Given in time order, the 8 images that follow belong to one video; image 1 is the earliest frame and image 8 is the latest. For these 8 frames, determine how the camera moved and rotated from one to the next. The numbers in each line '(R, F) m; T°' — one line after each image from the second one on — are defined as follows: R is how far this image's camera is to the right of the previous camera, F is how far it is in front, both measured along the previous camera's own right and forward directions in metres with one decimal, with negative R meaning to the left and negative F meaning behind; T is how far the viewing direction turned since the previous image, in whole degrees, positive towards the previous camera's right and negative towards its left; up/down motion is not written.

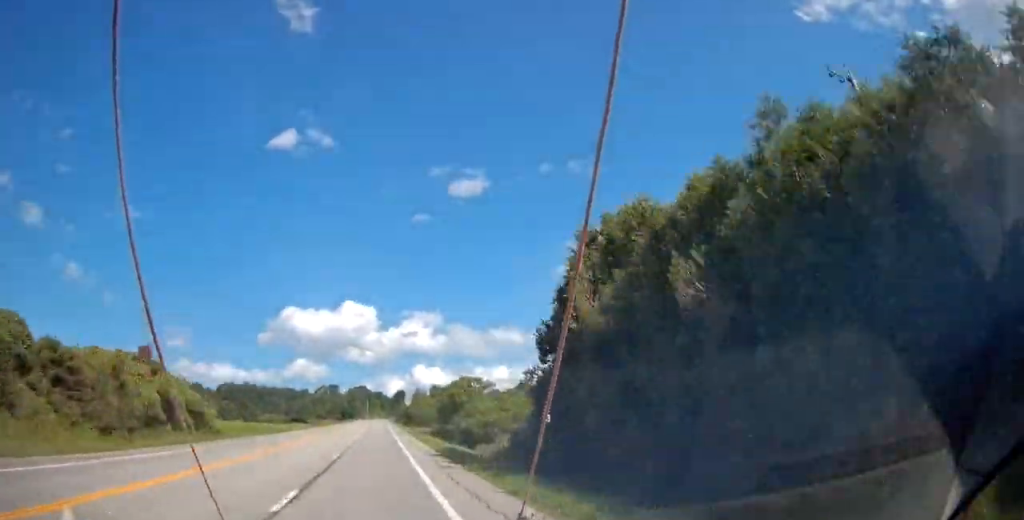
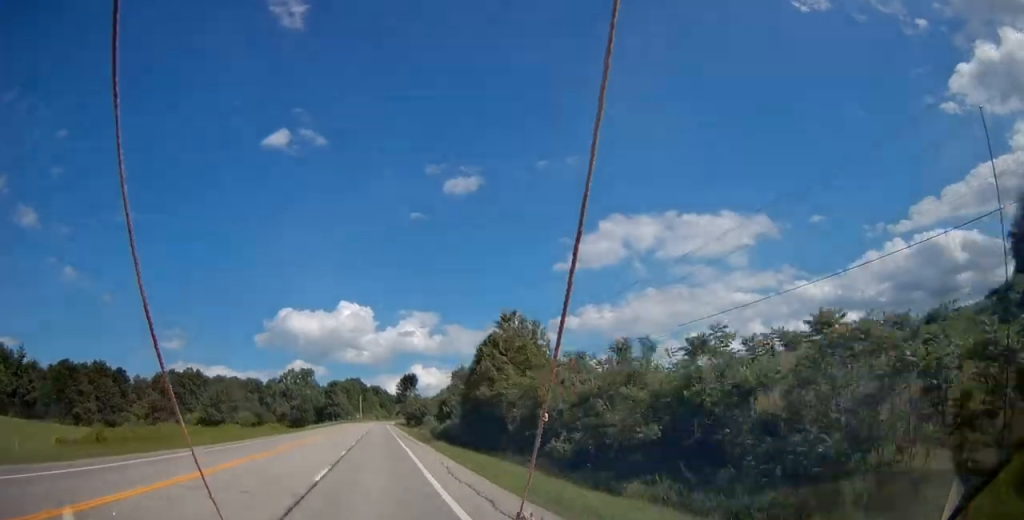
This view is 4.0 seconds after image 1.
(+0.1, +103.2) m; 0°
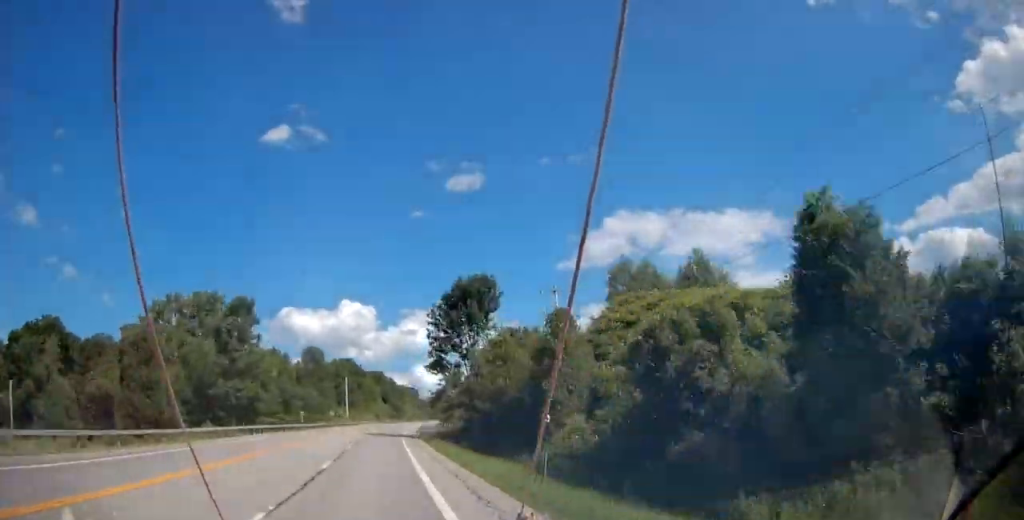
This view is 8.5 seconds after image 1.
(-0.3, +116.9) m; -1°
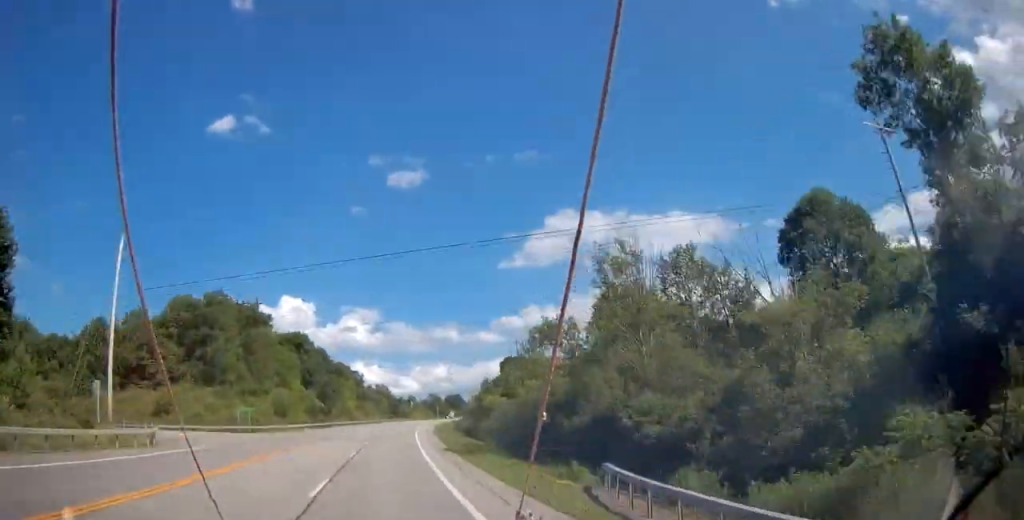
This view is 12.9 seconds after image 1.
(+0.8, +113.2) m; +8°
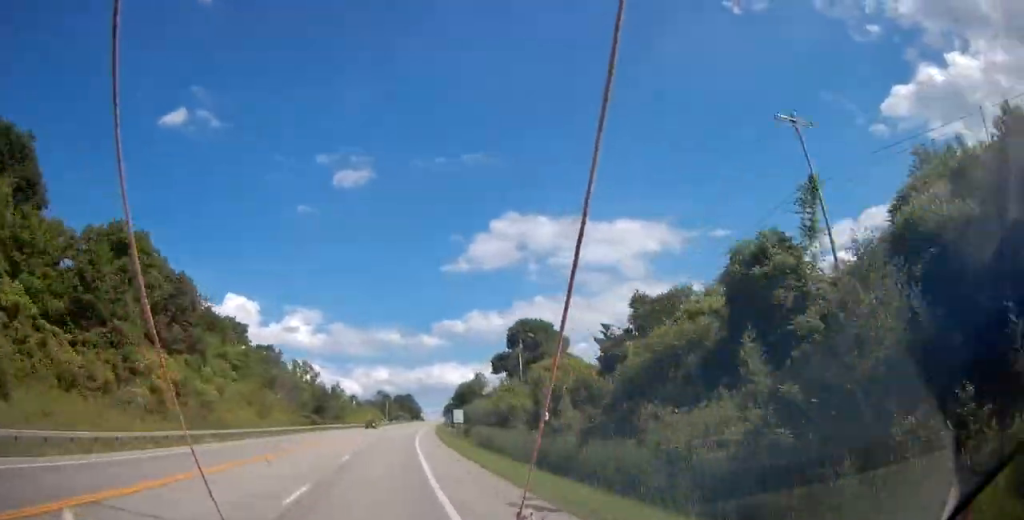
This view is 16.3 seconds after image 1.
(+11.4, +86.5) m; +7°
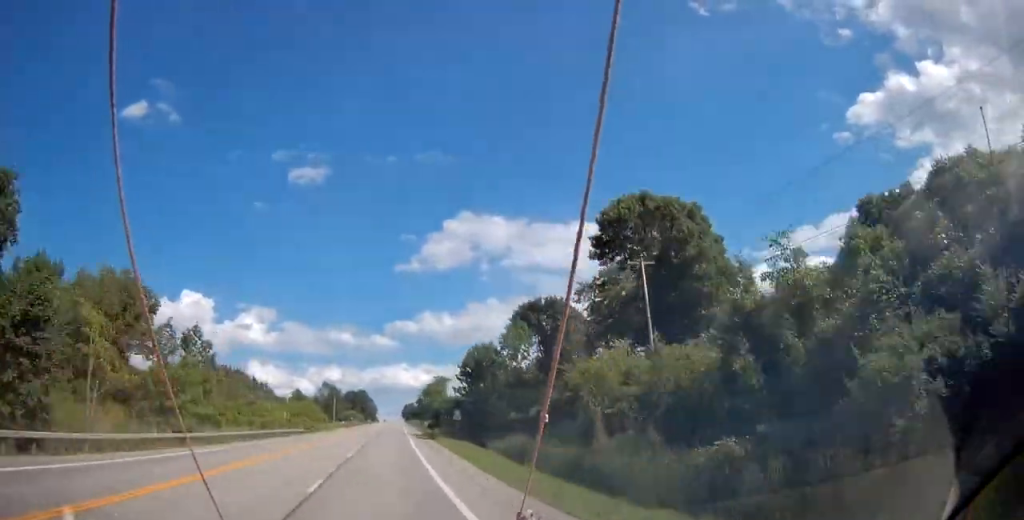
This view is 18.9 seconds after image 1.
(+1.9, +69.9) m; +2°
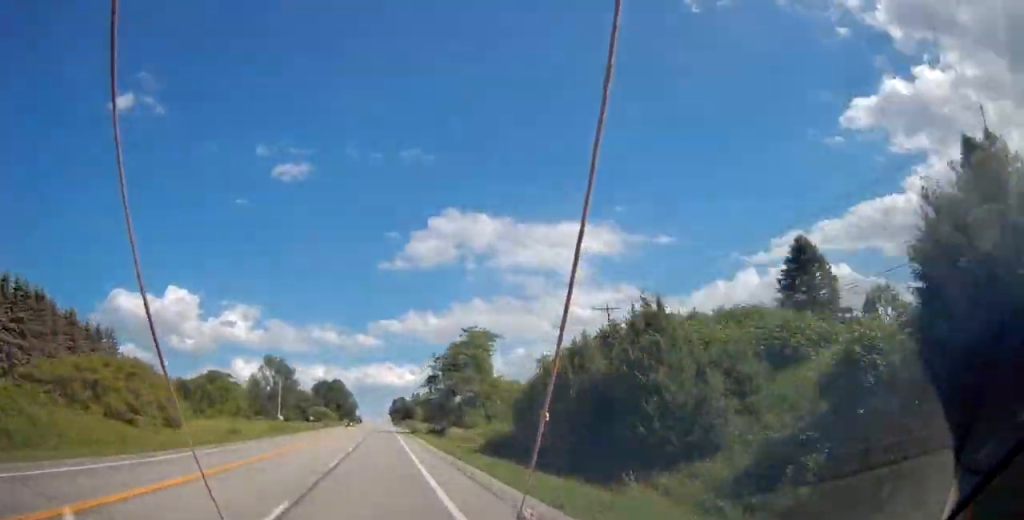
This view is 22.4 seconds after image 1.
(+1.0, +90.6) m; +1°
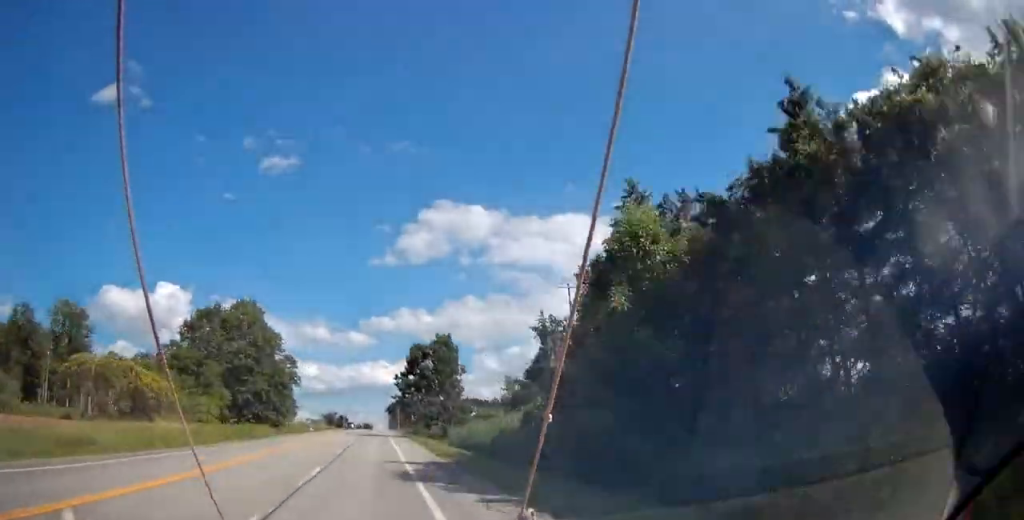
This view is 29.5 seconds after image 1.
(+0.7, +185.0) m; 0°
